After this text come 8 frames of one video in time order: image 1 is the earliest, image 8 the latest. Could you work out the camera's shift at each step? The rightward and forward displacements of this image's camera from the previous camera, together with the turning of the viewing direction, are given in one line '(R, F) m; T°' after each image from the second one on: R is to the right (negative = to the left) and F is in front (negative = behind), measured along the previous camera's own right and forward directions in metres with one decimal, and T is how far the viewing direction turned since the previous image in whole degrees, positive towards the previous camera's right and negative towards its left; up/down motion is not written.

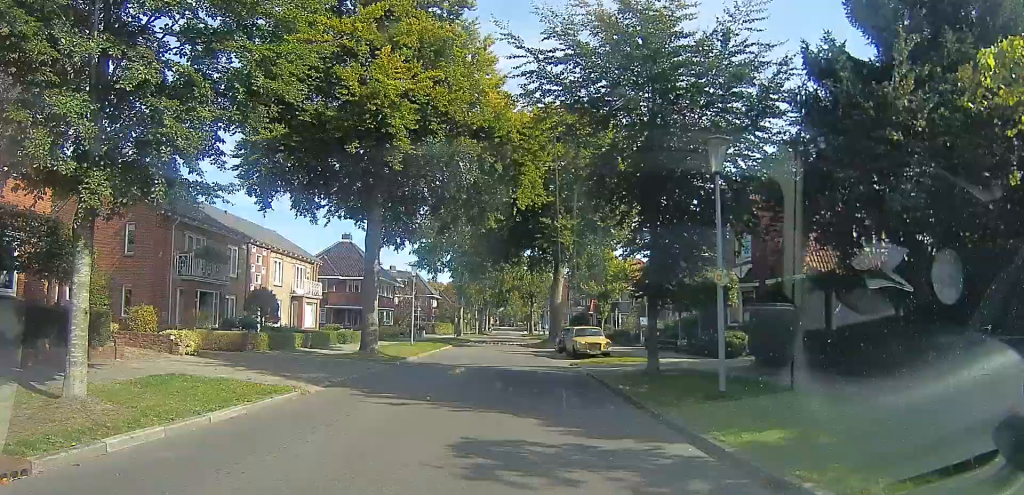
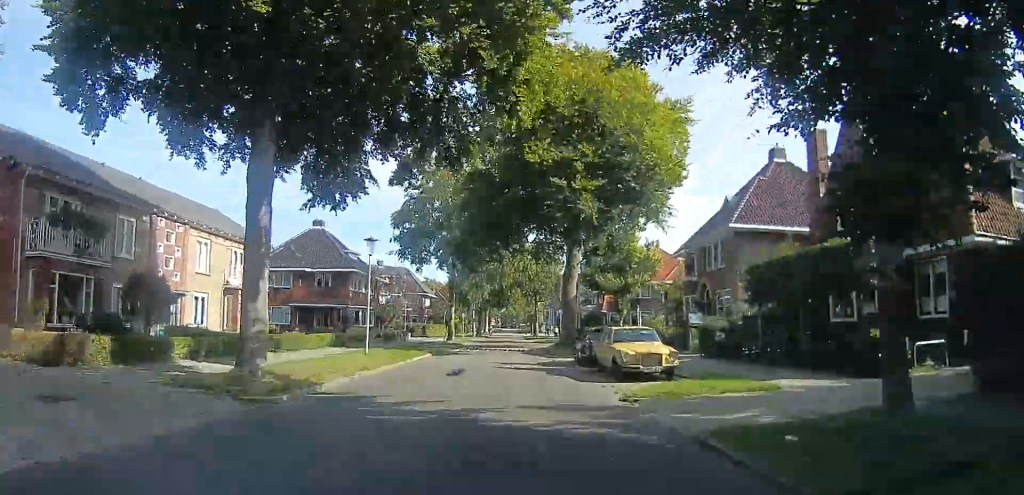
(0.0, +8.3) m; 0°
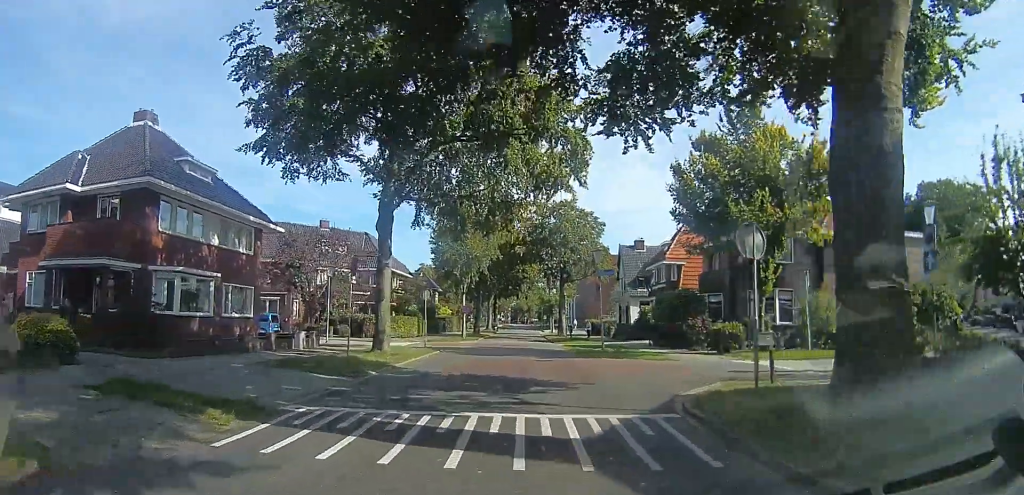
(0.0, +27.5) m; 0°
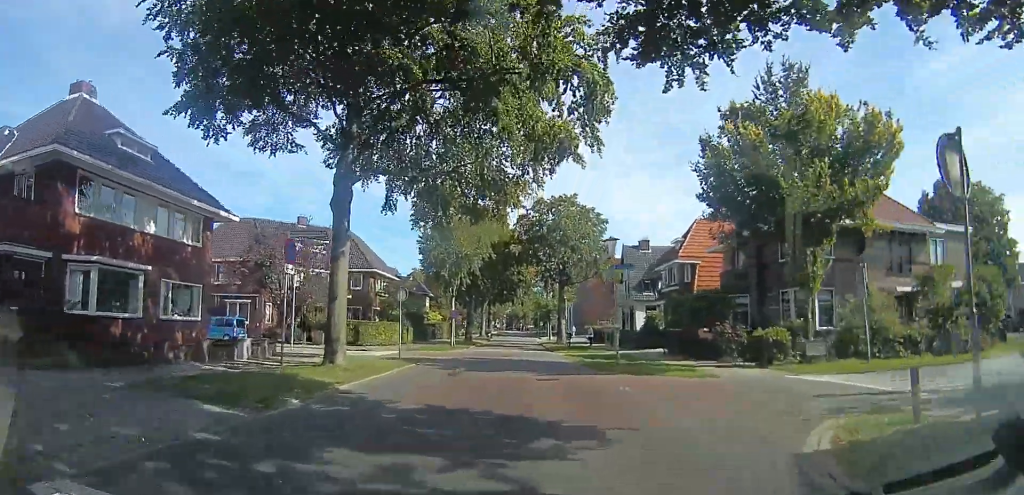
(0.0, +4.5) m; 0°
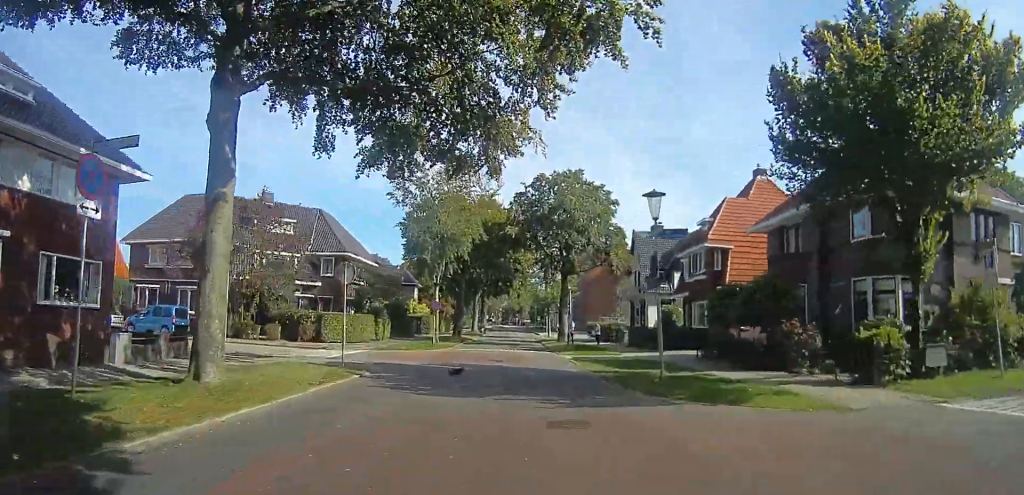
(0.0, +6.4) m; 0°
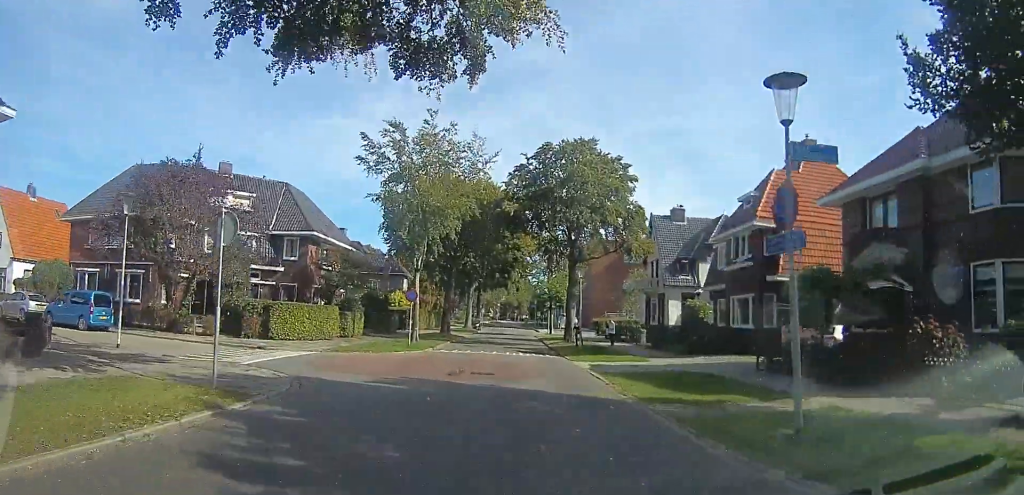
(0.0, +6.5) m; +1°
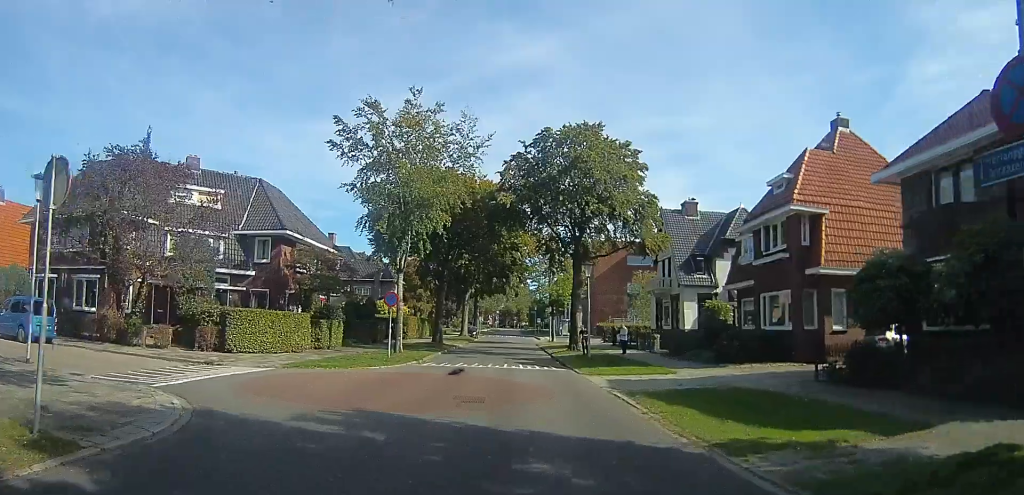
(+0.1, +3.8) m; +1°
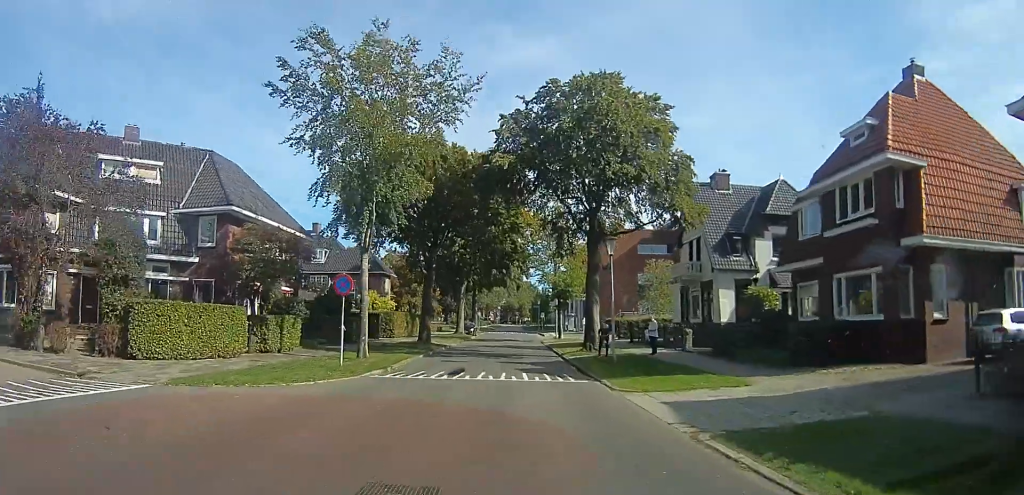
(+0.1, +5.9) m; +1°
